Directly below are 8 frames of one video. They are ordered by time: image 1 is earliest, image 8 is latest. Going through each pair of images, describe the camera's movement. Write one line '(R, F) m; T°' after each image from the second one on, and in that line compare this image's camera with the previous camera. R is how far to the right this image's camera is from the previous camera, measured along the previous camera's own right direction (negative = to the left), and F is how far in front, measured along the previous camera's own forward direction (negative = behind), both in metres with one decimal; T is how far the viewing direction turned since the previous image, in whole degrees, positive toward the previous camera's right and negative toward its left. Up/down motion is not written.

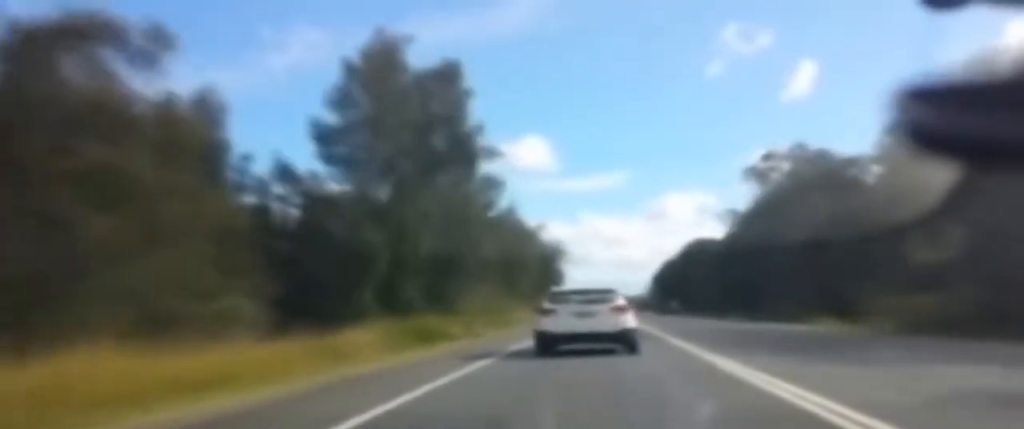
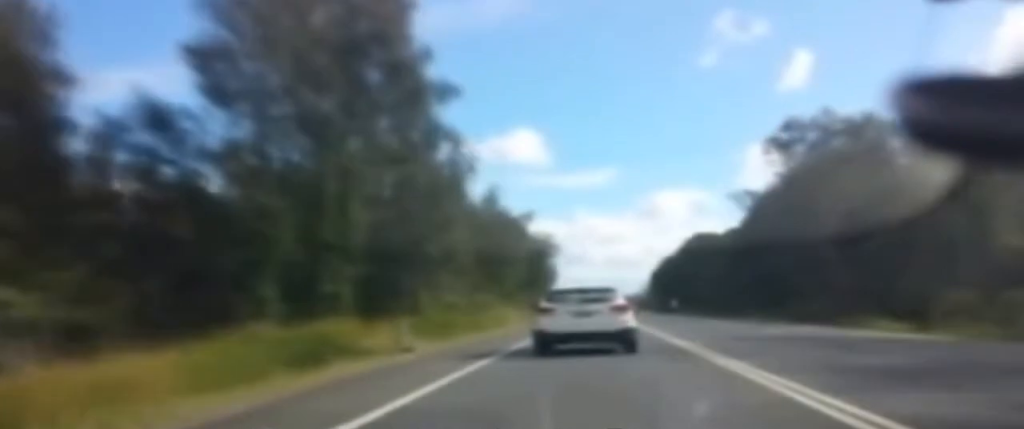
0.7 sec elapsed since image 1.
(0.0, +12.9) m; 0°
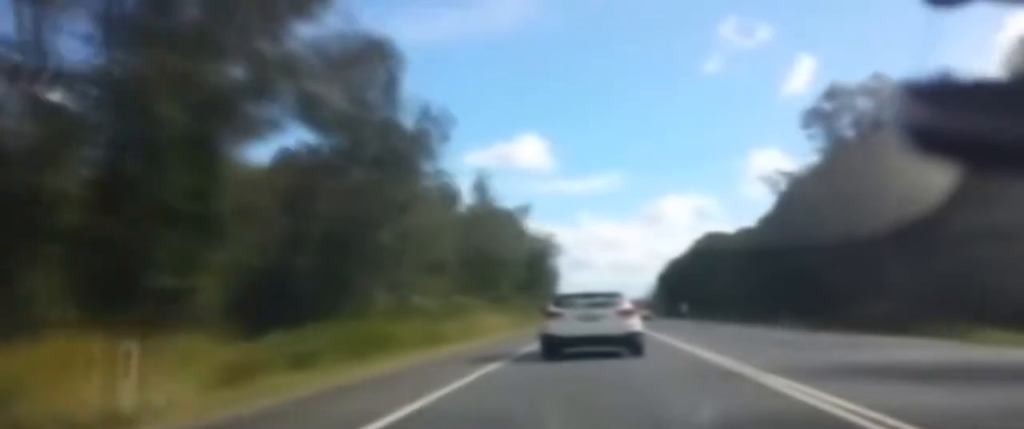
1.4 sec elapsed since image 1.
(0.0, +13.5) m; -1°
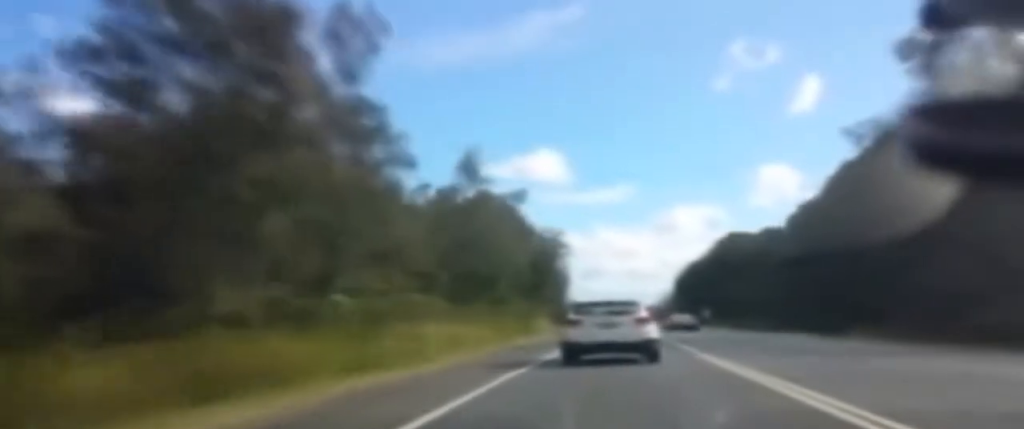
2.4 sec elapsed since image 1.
(-0.1, +19.9) m; +1°
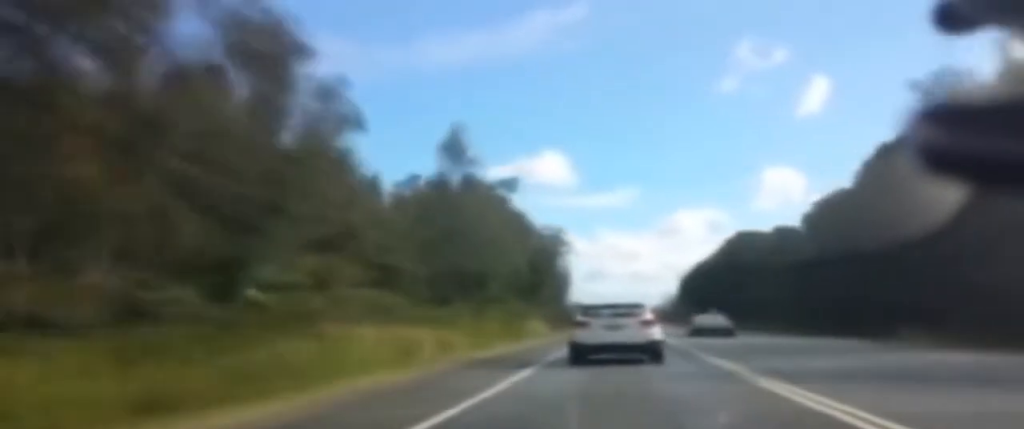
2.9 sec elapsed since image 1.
(+0.2, +9.0) m; +1°
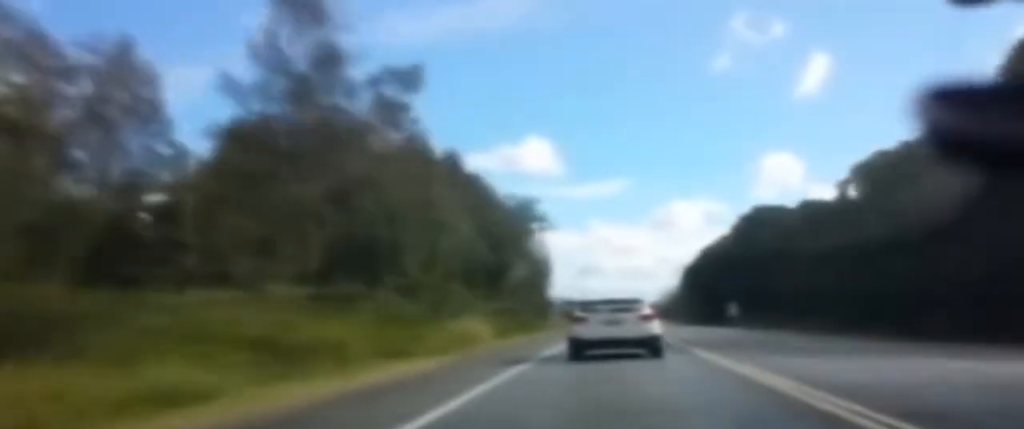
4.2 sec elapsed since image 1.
(+0.3, +26.1) m; -1°
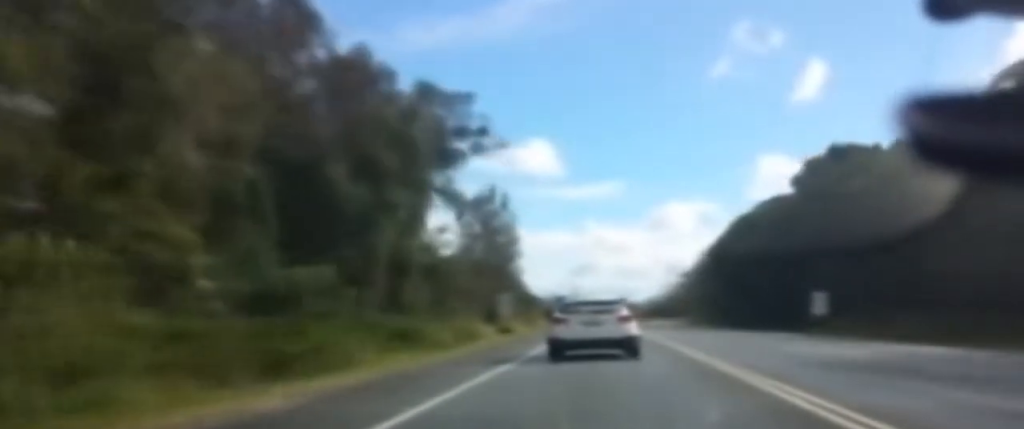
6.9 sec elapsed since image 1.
(-0.1, +47.0) m; -1°
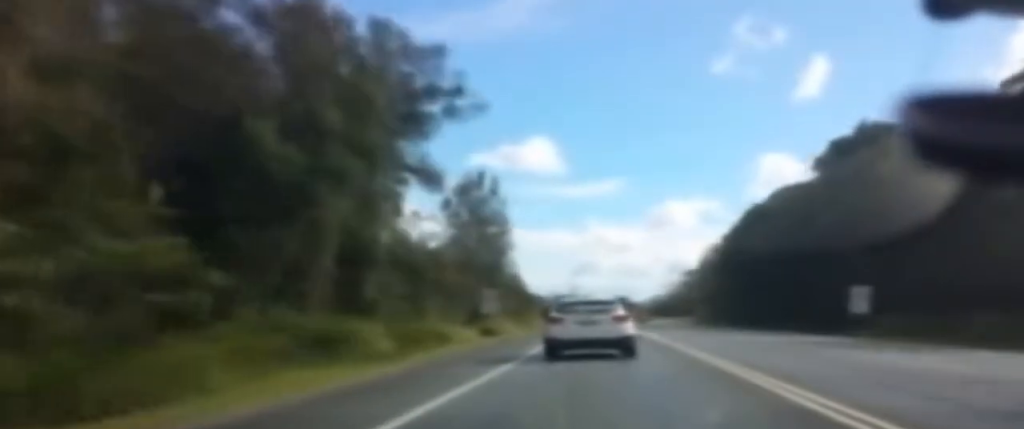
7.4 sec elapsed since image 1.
(0.0, +8.4) m; -1°
